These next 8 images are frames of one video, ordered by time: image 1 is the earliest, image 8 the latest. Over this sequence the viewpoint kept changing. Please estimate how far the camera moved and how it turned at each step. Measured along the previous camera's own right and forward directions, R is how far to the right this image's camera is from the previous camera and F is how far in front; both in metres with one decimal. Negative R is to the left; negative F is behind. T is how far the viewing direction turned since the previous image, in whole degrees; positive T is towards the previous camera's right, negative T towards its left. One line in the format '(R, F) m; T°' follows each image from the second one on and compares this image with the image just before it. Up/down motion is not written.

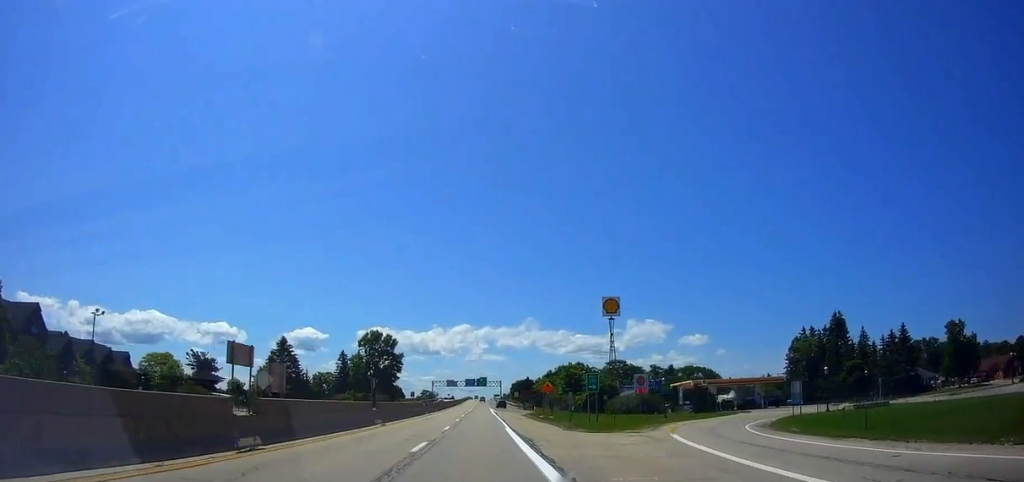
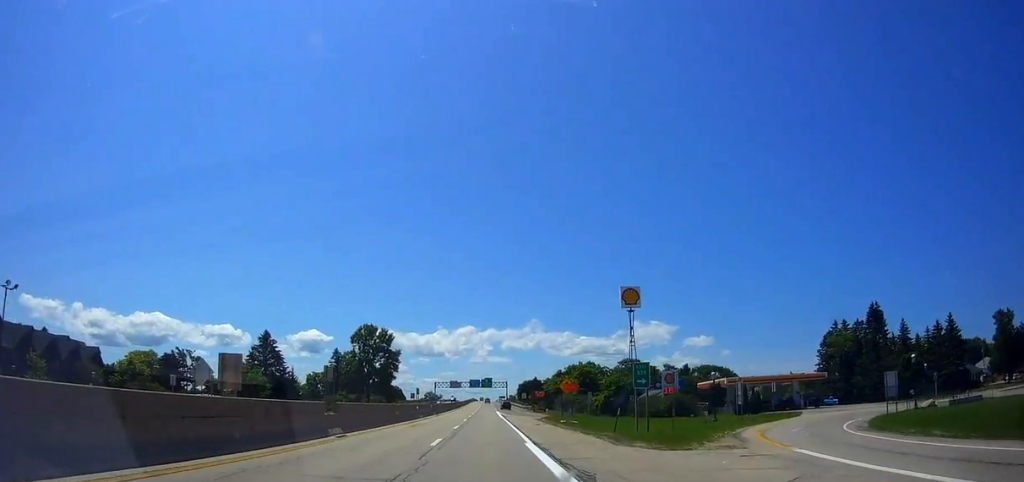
(-0.3, +12.0) m; 0°
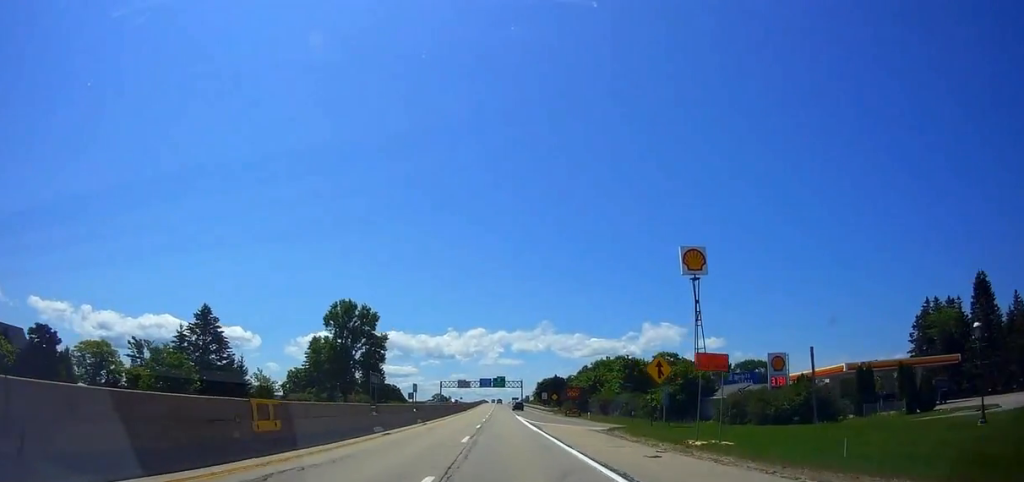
(+0.5, +27.9) m; 0°
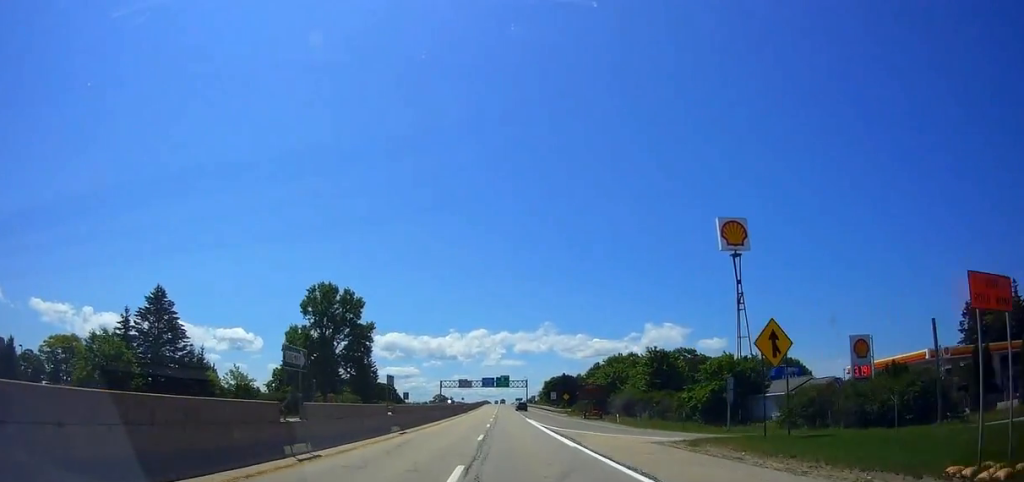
(-0.3, +12.7) m; 0°
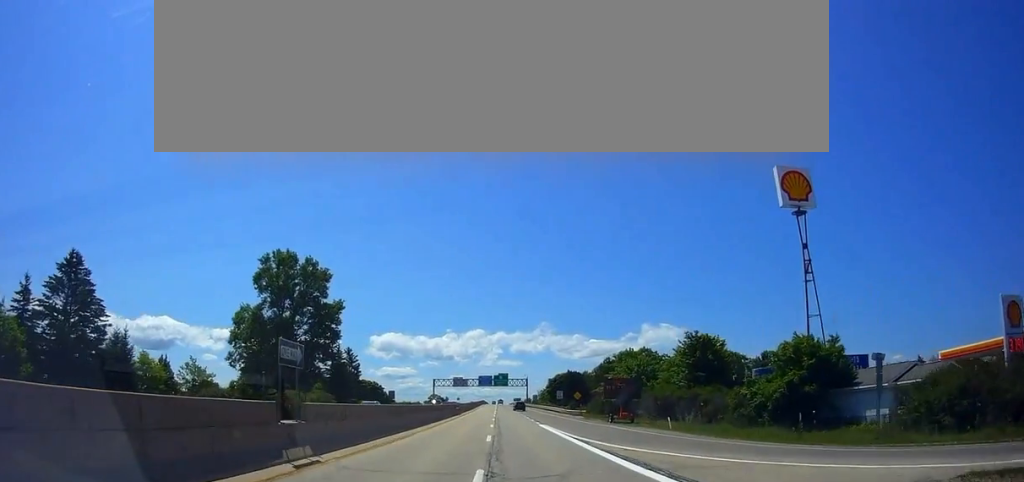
(+0.1, +18.3) m; 0°
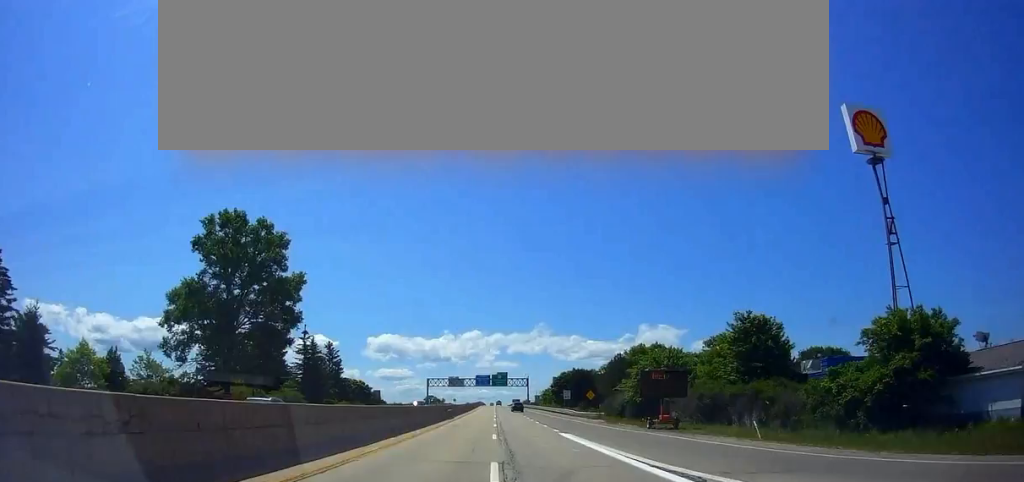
(+0.2, +12.8) m; 0°
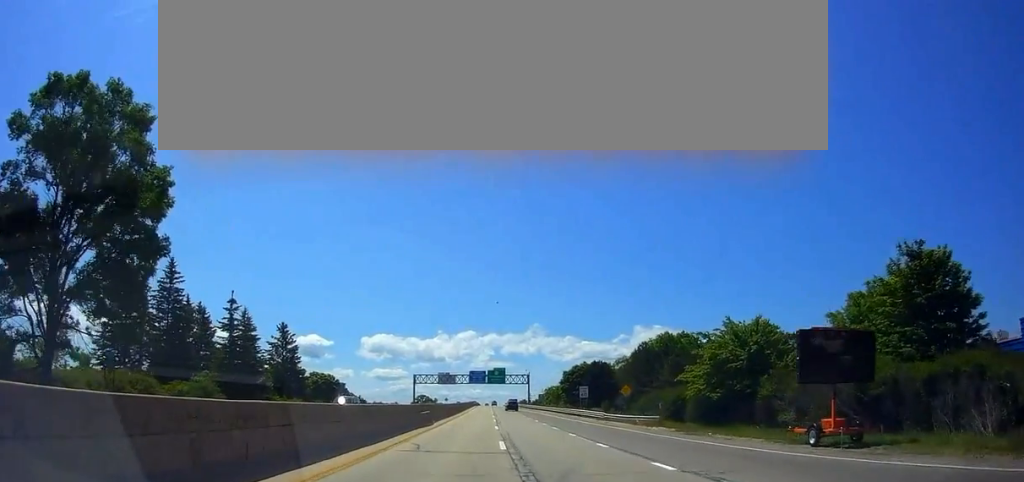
(-0.6, +21.6) m; 0°
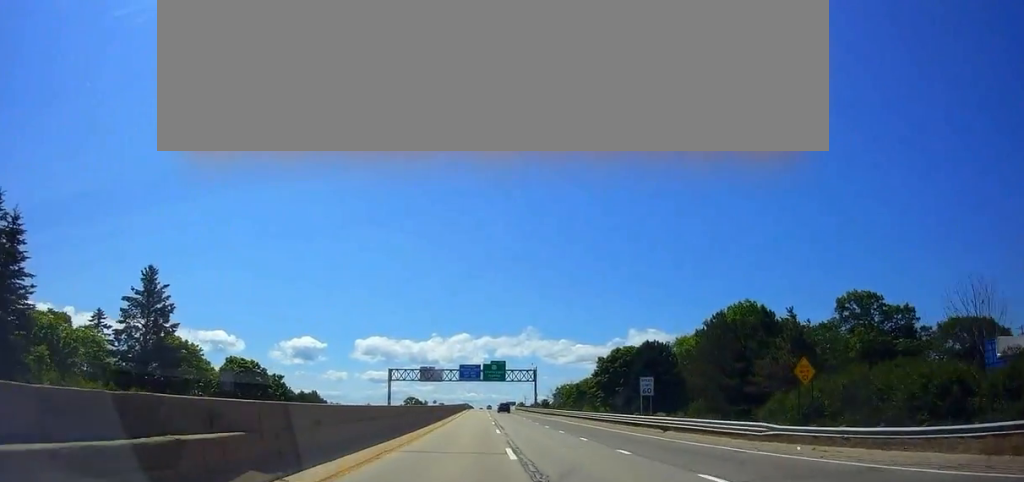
(+0.8, +33.0) m; +1°
